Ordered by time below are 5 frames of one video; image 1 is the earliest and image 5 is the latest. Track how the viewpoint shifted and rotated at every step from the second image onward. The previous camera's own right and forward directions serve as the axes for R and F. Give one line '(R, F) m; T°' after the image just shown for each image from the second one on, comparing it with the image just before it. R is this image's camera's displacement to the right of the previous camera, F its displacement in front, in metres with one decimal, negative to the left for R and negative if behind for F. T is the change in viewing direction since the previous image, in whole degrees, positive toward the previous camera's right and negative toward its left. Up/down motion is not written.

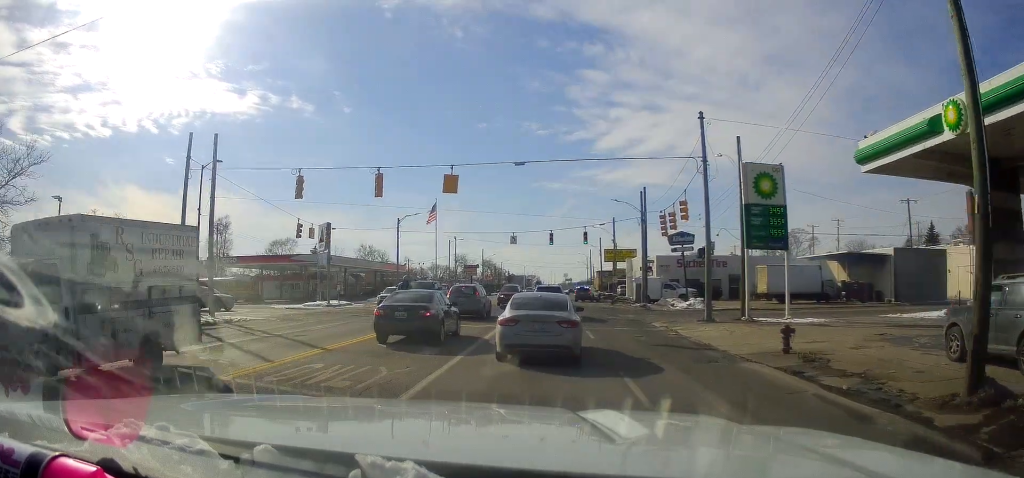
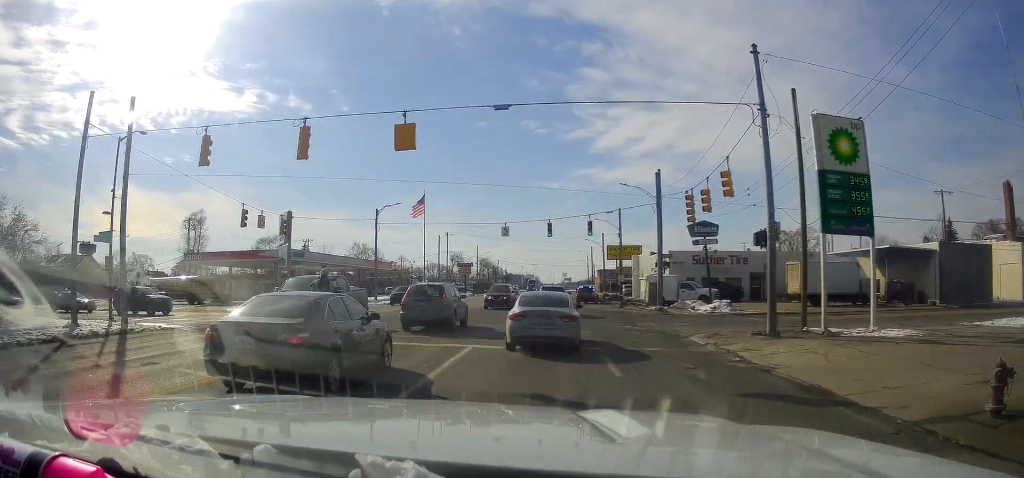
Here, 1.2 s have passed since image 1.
(-0.3, +7.1) m; -4°
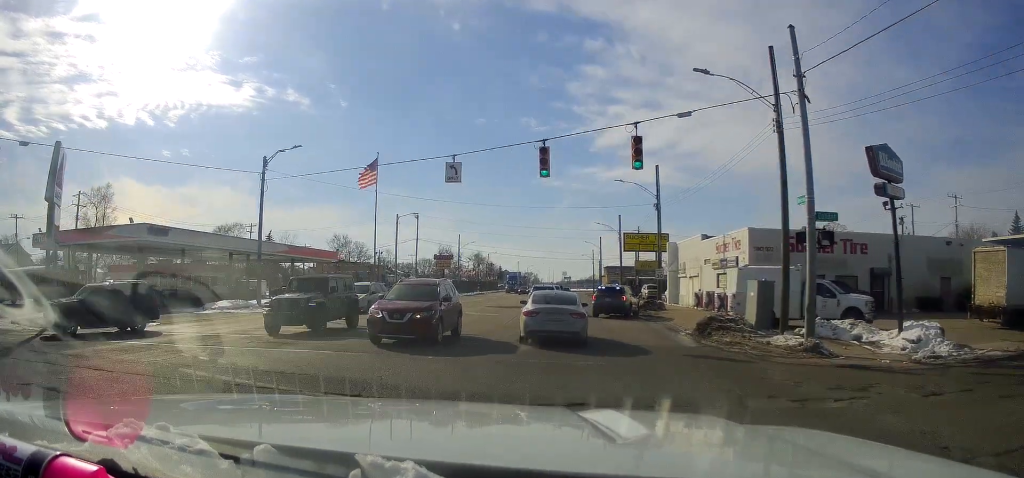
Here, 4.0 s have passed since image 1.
(+0.2, +21.0) m; 0°
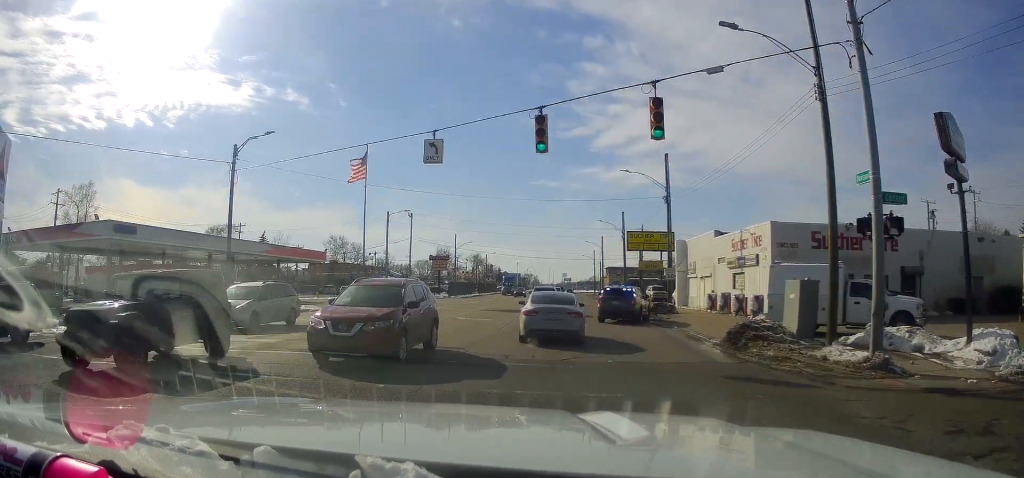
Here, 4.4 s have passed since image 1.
(0.0, +3.9) m; 0°
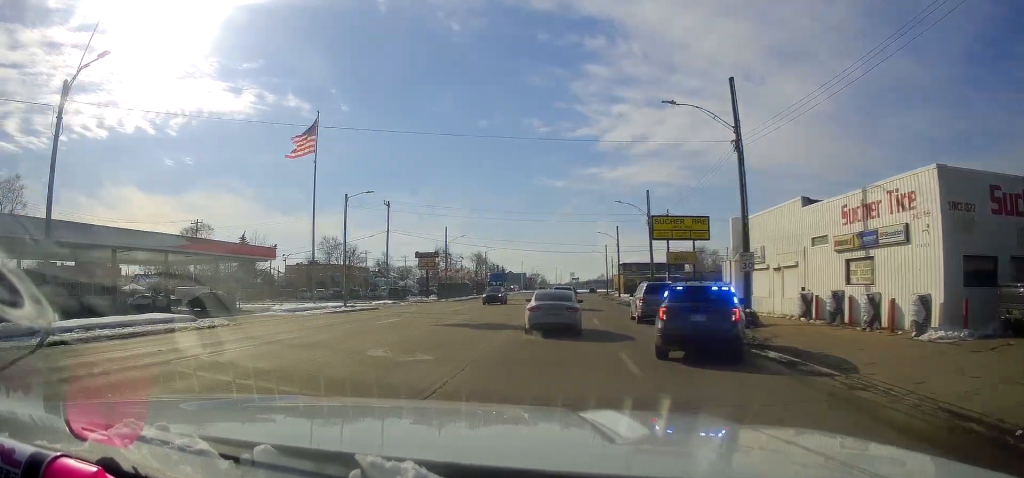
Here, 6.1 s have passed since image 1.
(0.0, +15.3) m; -1°
